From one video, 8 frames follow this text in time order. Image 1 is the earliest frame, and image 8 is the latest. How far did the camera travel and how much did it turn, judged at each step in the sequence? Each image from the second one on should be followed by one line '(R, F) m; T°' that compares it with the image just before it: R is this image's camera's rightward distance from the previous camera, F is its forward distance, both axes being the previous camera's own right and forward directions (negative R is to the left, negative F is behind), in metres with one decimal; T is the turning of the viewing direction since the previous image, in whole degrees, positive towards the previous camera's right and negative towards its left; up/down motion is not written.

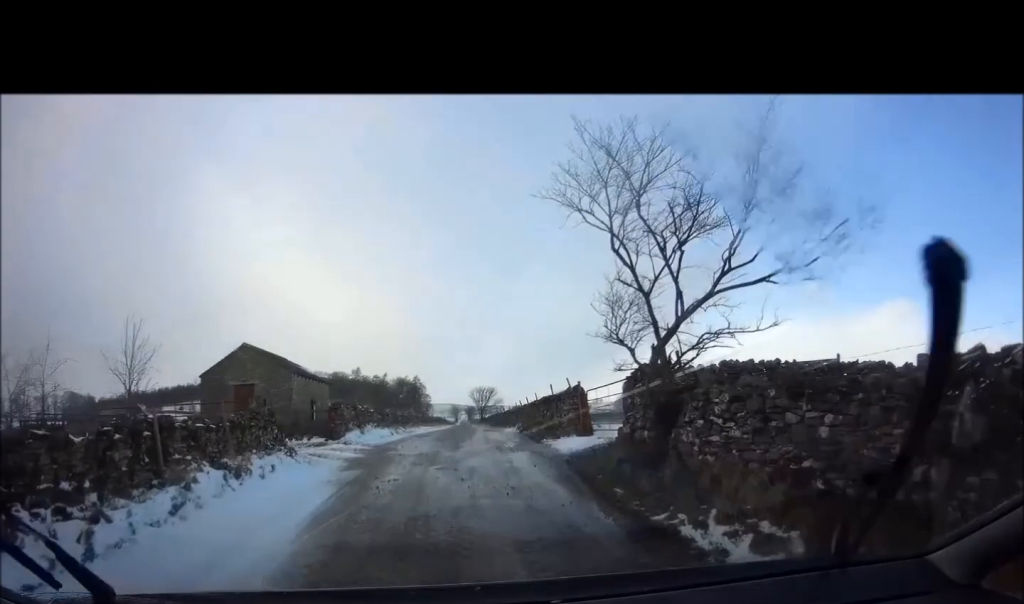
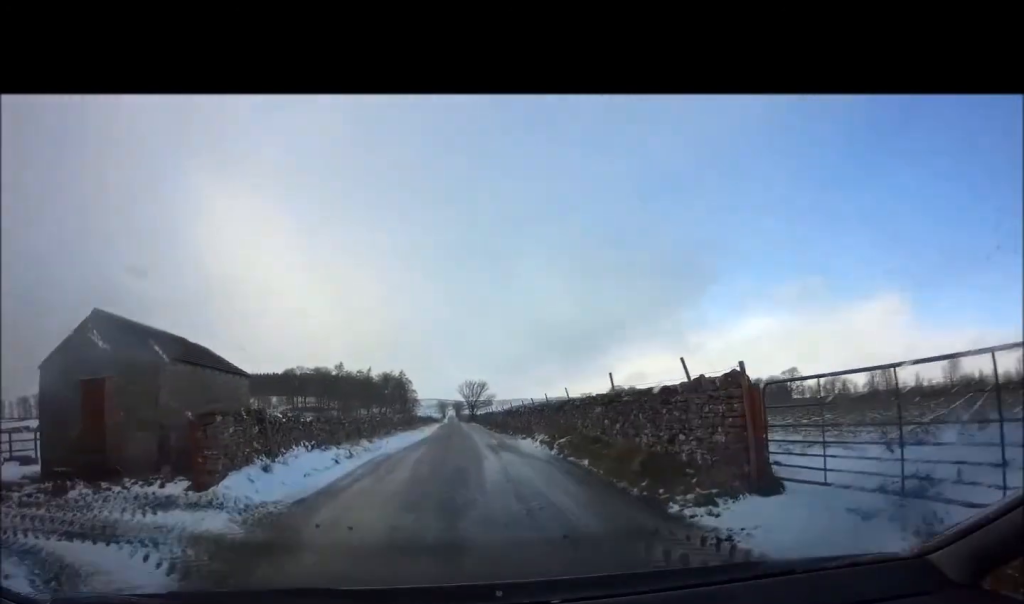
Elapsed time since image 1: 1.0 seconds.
(0.0, +9.4) m; +1°
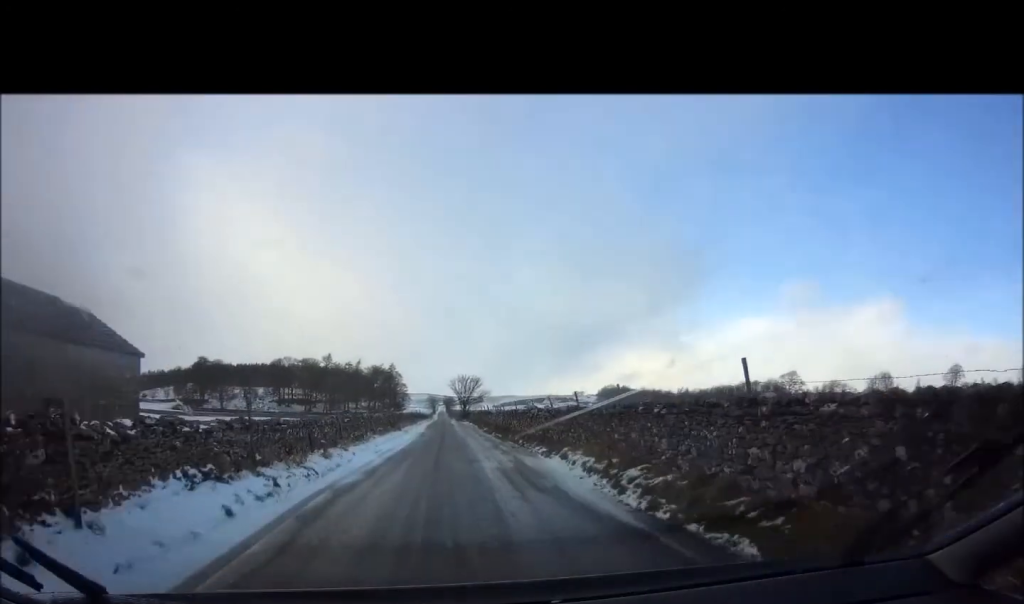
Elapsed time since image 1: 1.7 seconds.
(0.0, +6.2) m; +1°
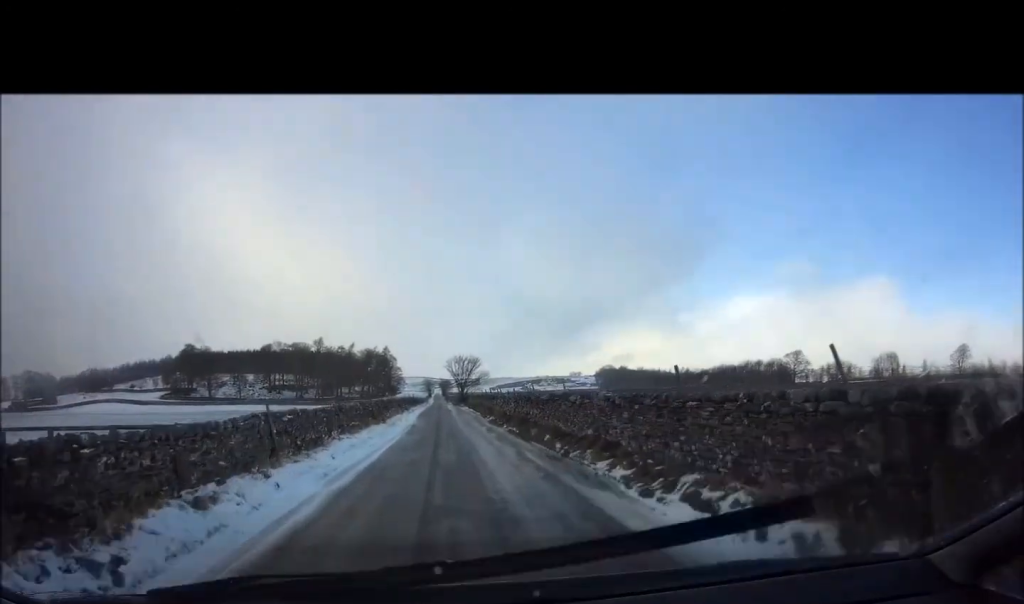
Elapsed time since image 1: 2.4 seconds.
(+0.3, +7.2) m; 0°
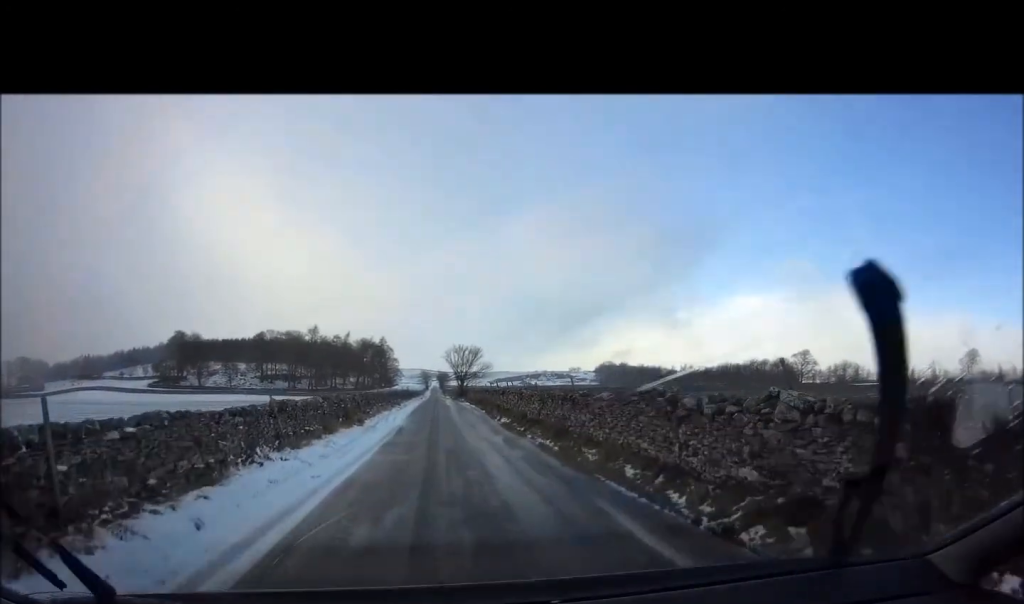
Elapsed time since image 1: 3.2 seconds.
(-0.3, +7.4) m; 0°
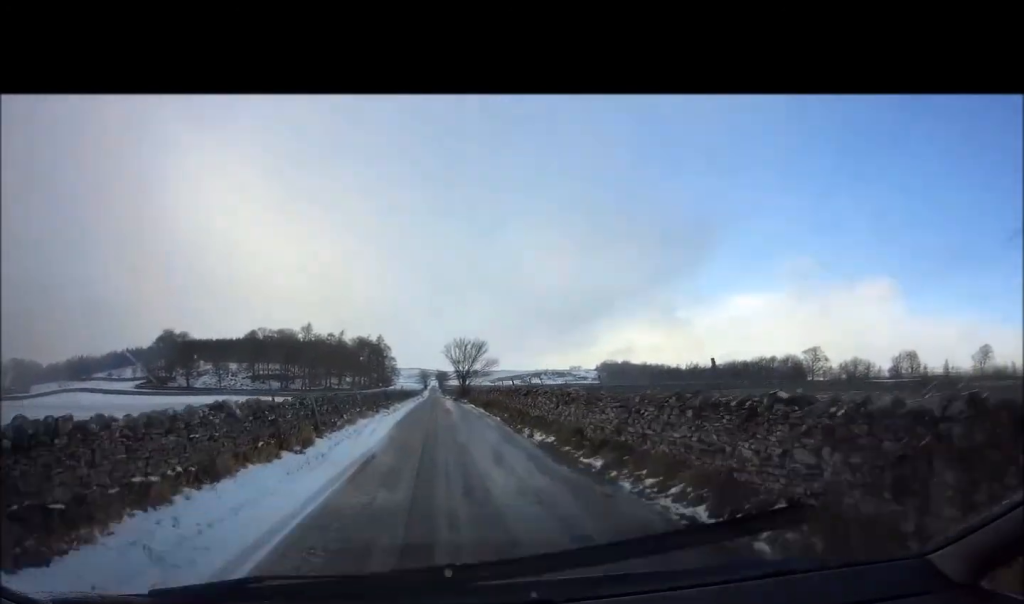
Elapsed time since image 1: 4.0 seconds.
(+0.2, +8.1) m; +2°
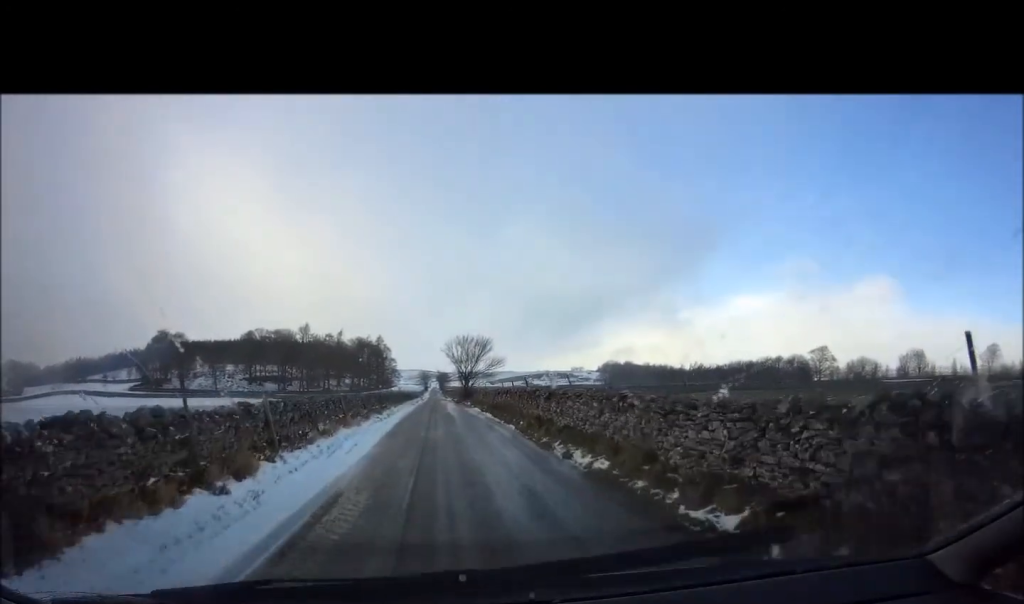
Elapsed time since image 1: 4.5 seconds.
(+0.1, +4.3) m; +1°
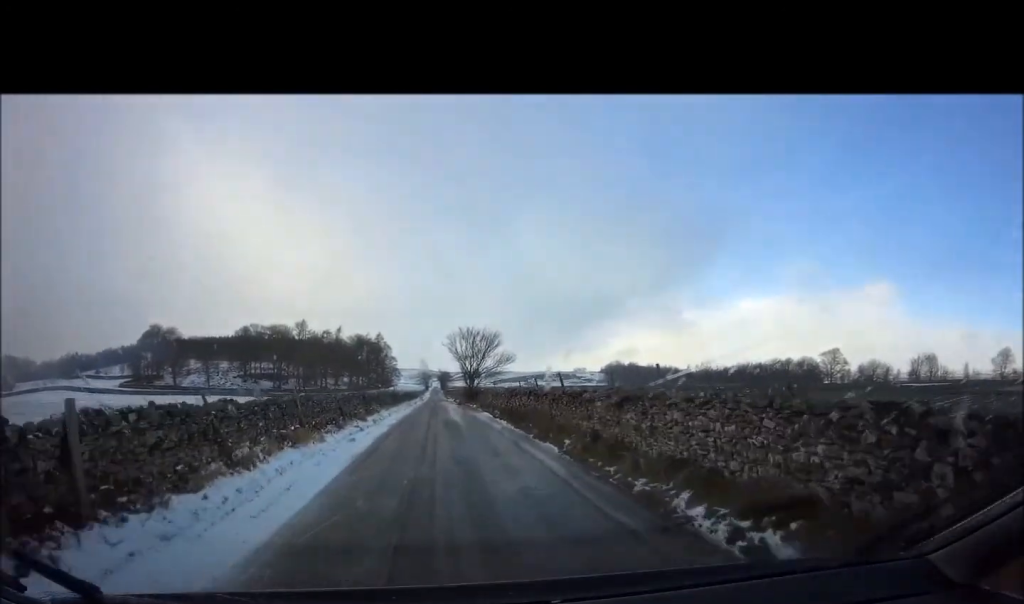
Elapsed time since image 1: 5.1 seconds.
(0.0, +6.7) m; 0°
